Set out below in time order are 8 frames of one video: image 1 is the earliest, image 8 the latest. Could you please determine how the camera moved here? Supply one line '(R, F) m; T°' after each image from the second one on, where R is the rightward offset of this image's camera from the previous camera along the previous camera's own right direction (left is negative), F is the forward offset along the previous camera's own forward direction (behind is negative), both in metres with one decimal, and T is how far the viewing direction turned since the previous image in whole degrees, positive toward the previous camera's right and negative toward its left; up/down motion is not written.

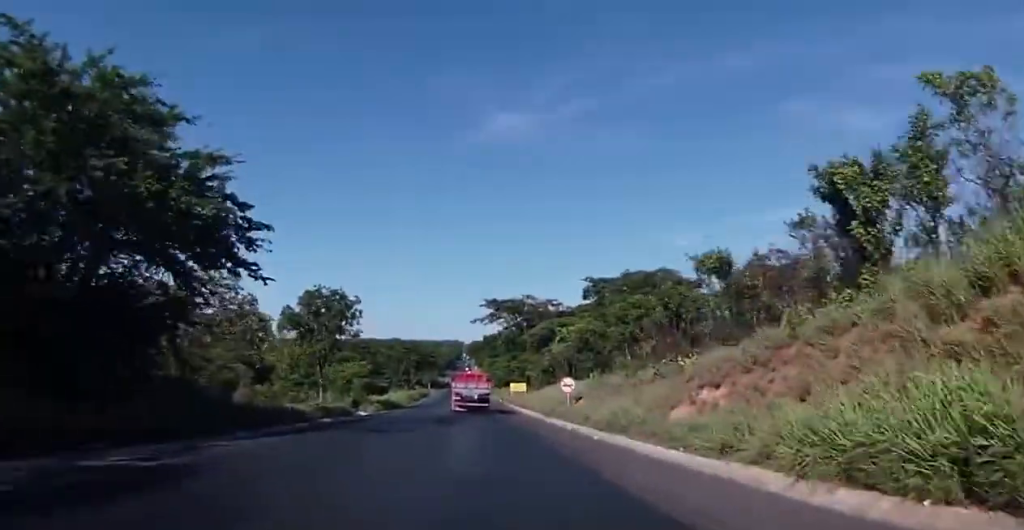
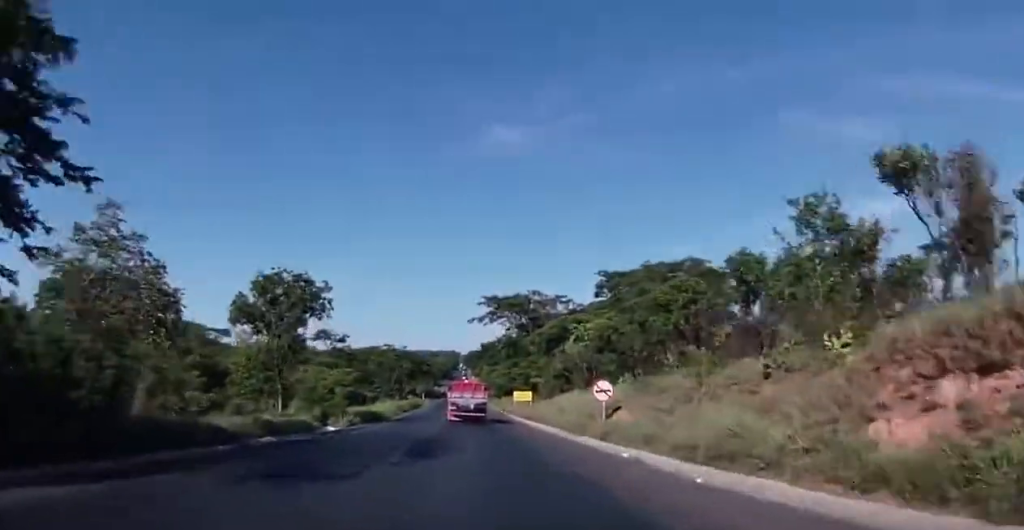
(+0.2, +11.7) m; +1°
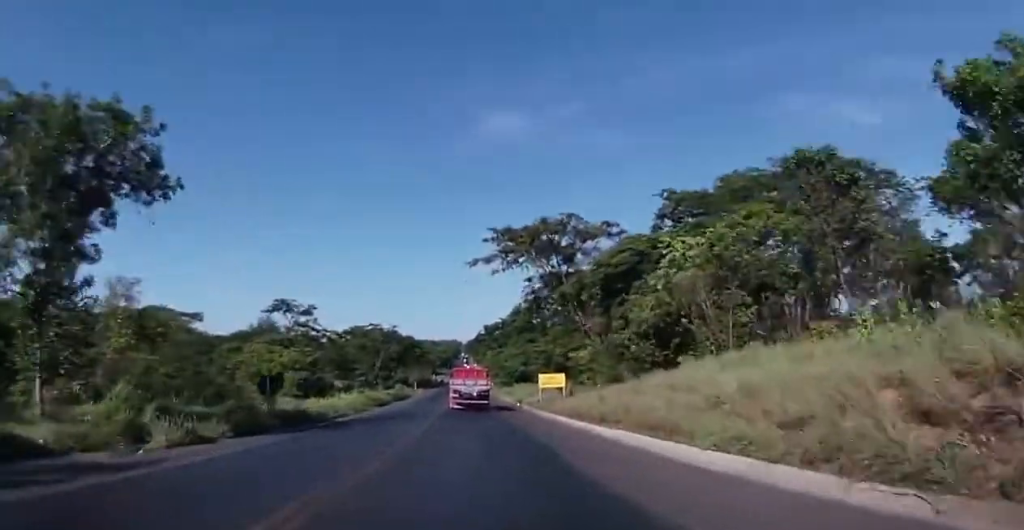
(+0.4, +26.9) m; +1°
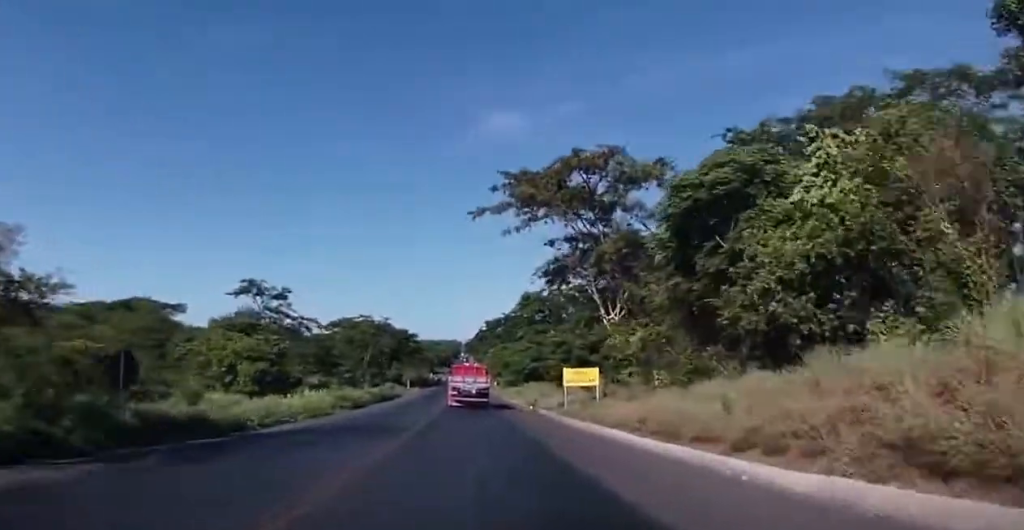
(0.0, +13.8) m; +1°
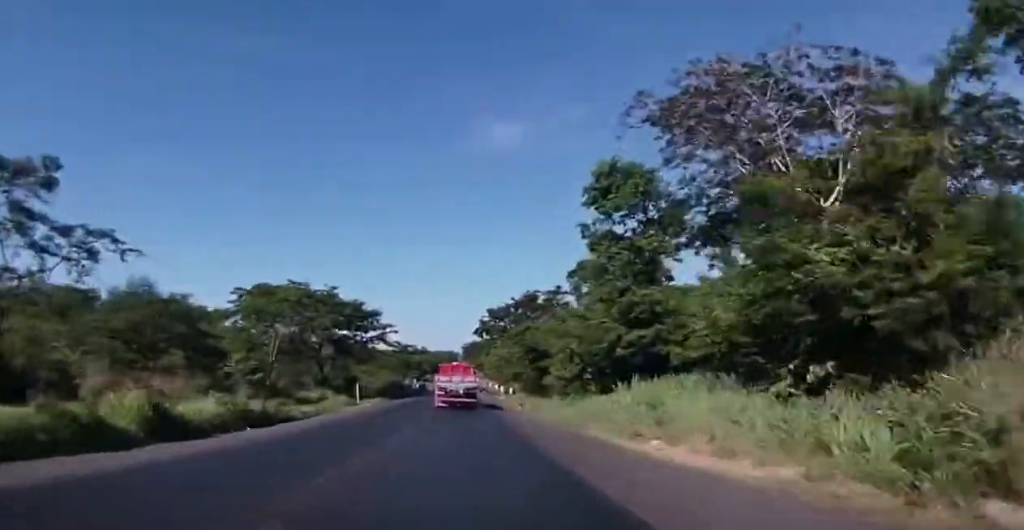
(-1.1, +48.1) m; -3°
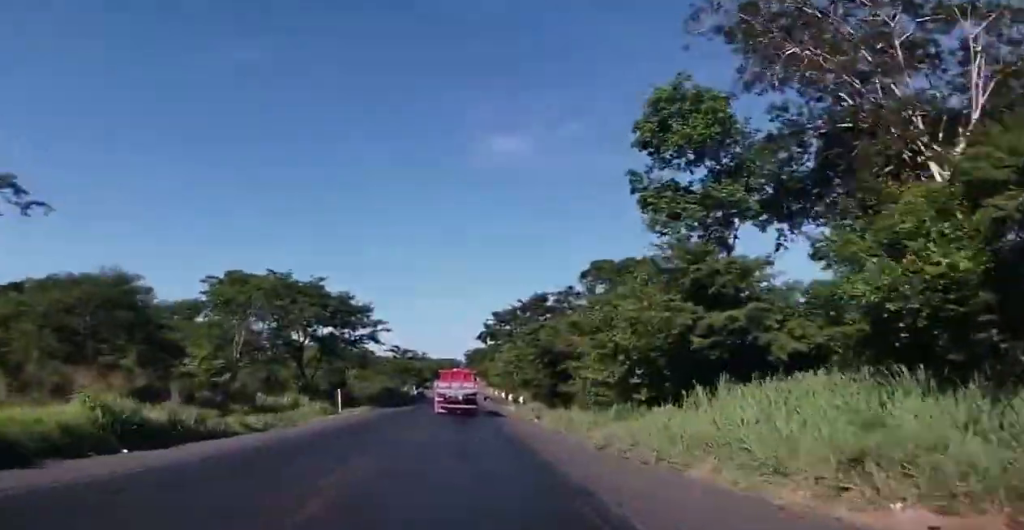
(-0.1, +9.7) m; 0°
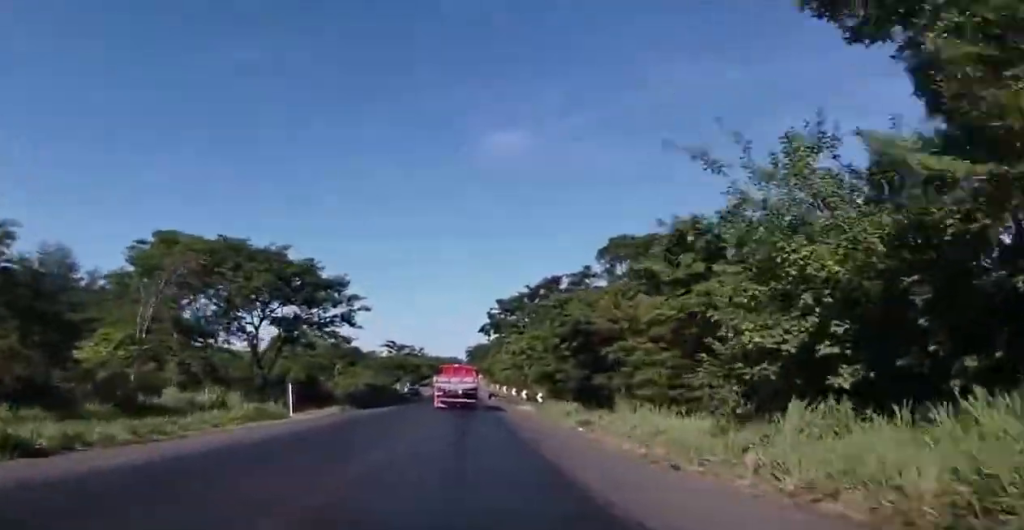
(+0.6, +14.5) m; +2°
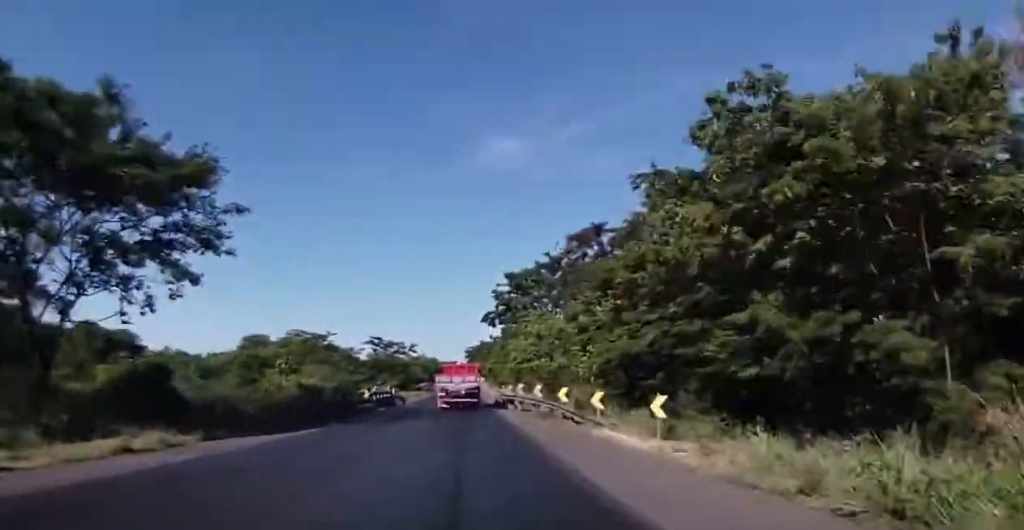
(-0.2, +28.3) m; -1°
